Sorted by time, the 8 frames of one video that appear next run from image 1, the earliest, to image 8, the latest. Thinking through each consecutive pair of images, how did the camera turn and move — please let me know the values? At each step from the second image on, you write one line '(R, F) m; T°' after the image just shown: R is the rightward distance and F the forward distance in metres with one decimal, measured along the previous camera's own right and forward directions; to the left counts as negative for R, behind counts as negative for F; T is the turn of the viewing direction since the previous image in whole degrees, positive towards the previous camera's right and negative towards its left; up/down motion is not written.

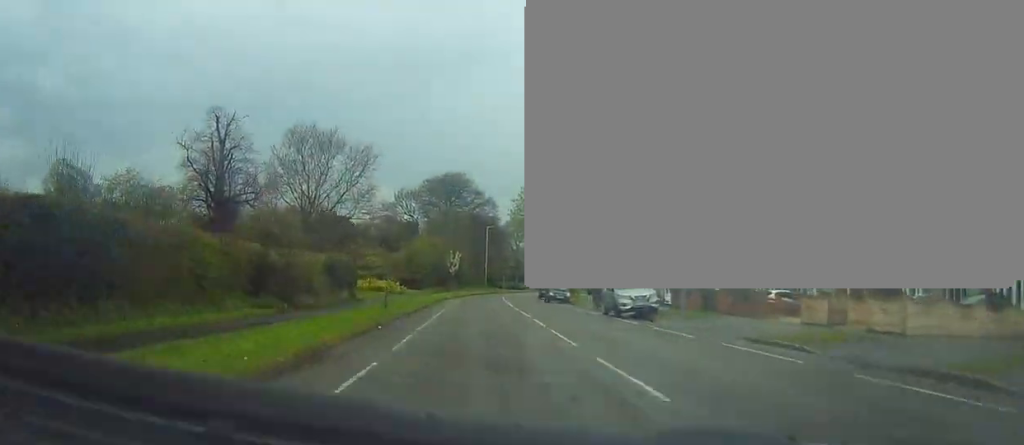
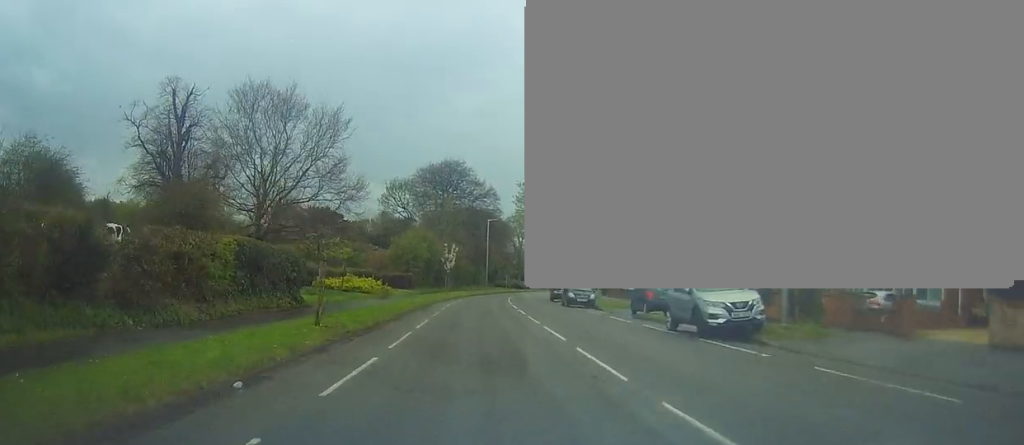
(-0.2, +10.7) m; -1°
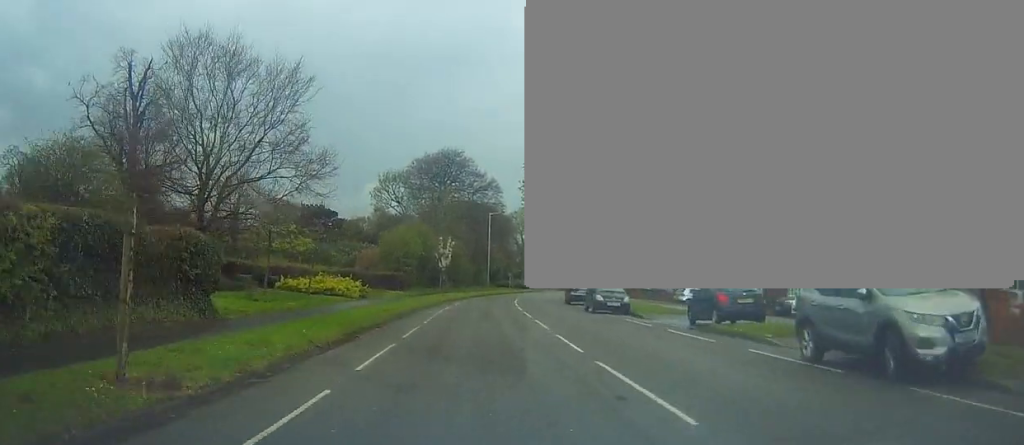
(-0.1, +8.8) m; 0°
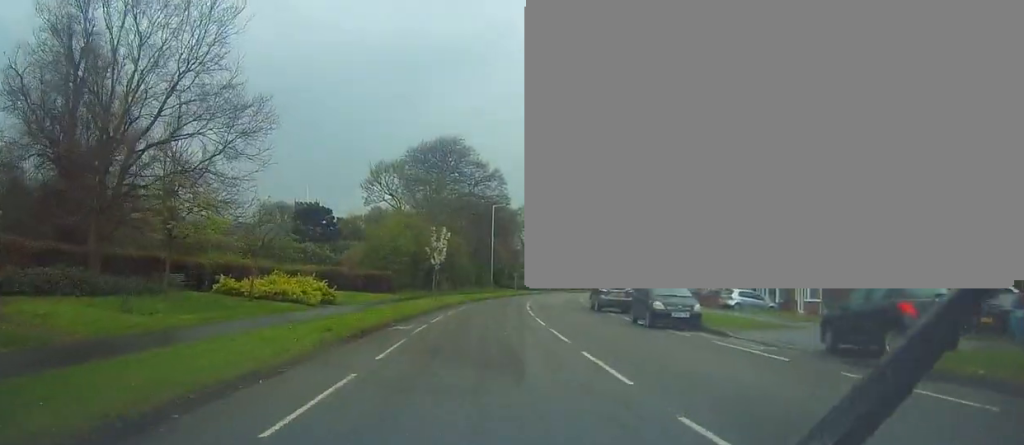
(0.0, +9.7) m; +1°
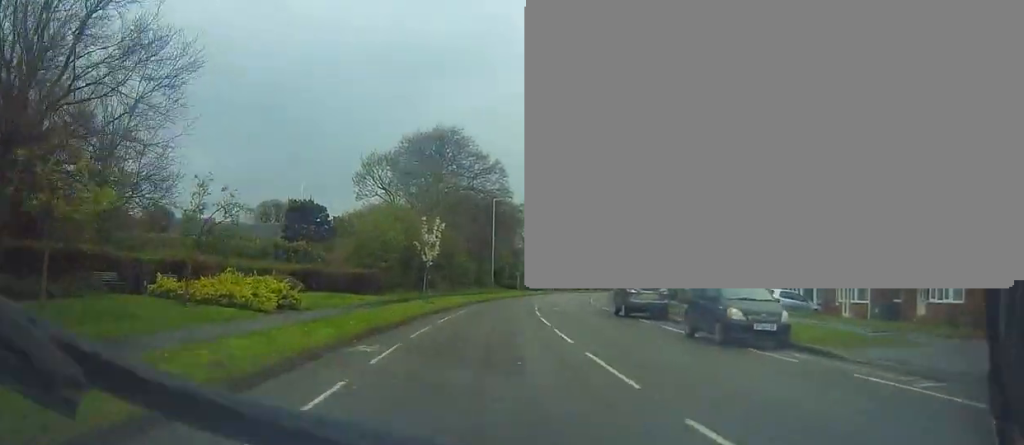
(-0.1, +6.3) m; +2°
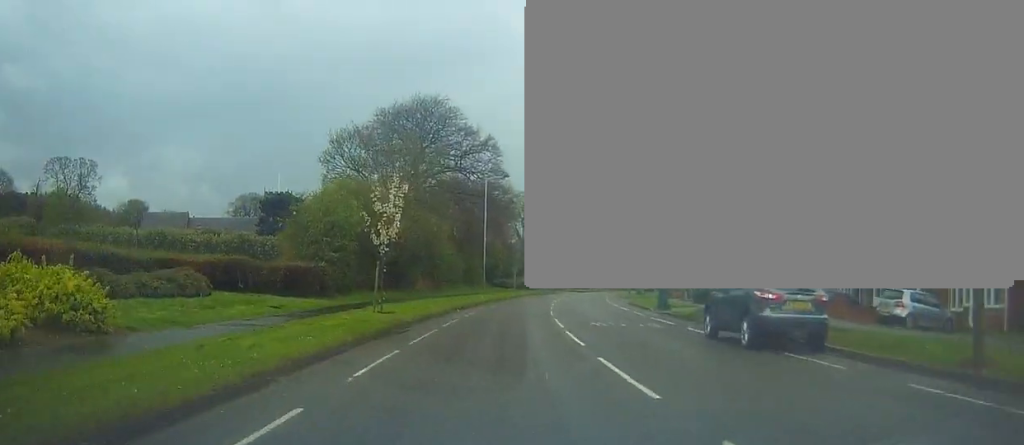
(+0.4, +13.3) m; 0°
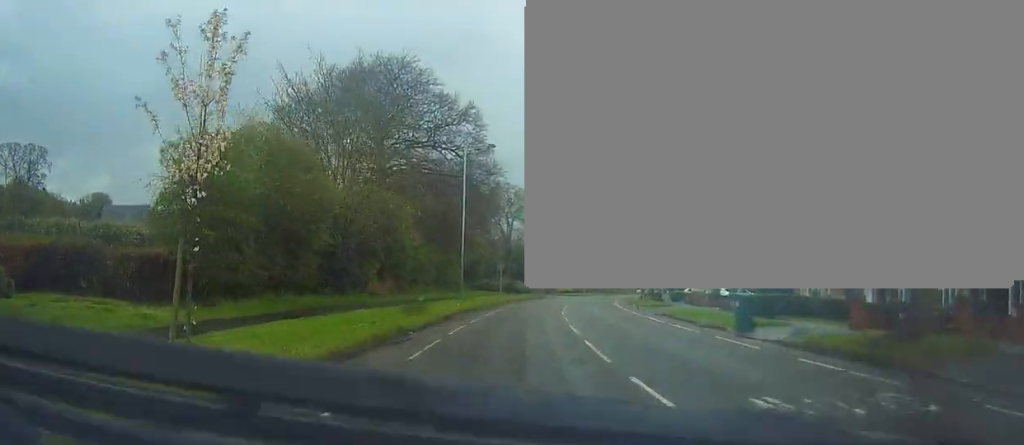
(-0.4, +13.7) m; 0°
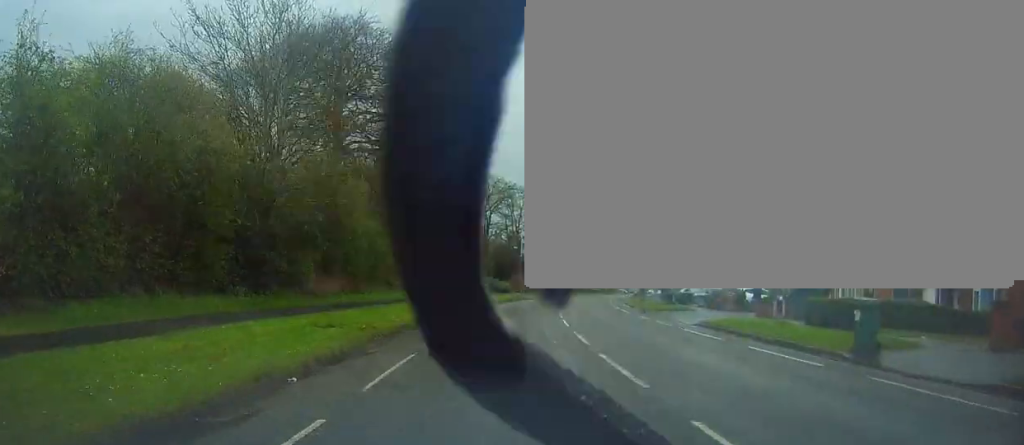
(+0.1, +8.9) m; +2°
